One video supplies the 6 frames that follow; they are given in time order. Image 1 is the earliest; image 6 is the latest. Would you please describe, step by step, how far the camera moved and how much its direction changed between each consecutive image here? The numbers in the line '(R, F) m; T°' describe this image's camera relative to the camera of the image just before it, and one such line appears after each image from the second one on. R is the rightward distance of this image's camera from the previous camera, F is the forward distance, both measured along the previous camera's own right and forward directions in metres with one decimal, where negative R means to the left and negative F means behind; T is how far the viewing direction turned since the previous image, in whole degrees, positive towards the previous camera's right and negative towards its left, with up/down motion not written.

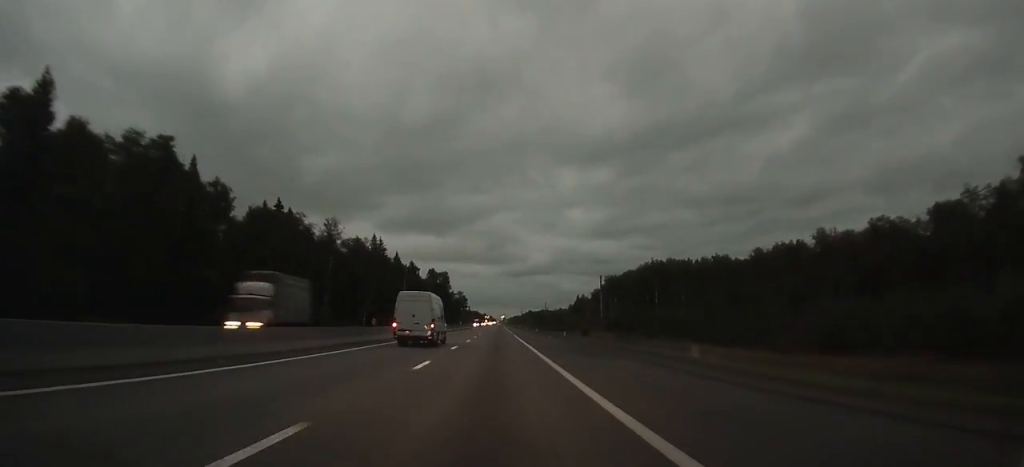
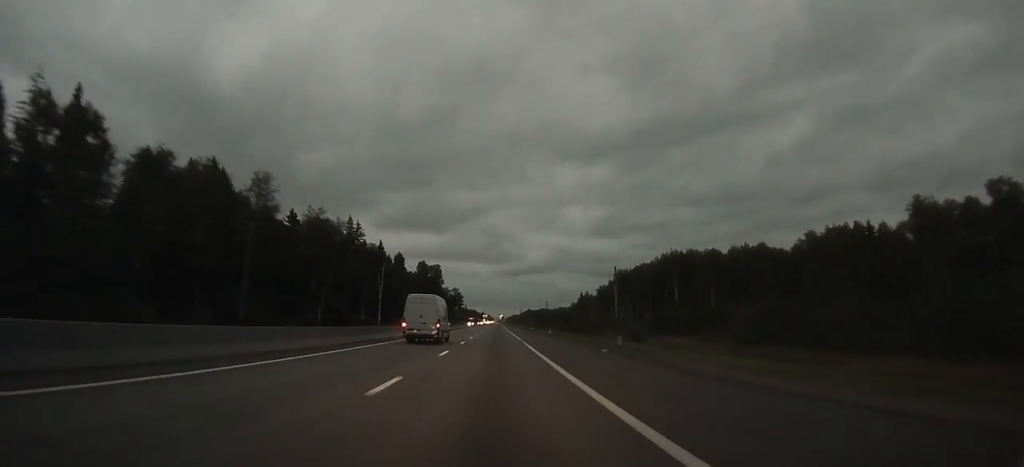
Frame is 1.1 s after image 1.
(0.0, +29.0) m; 0°
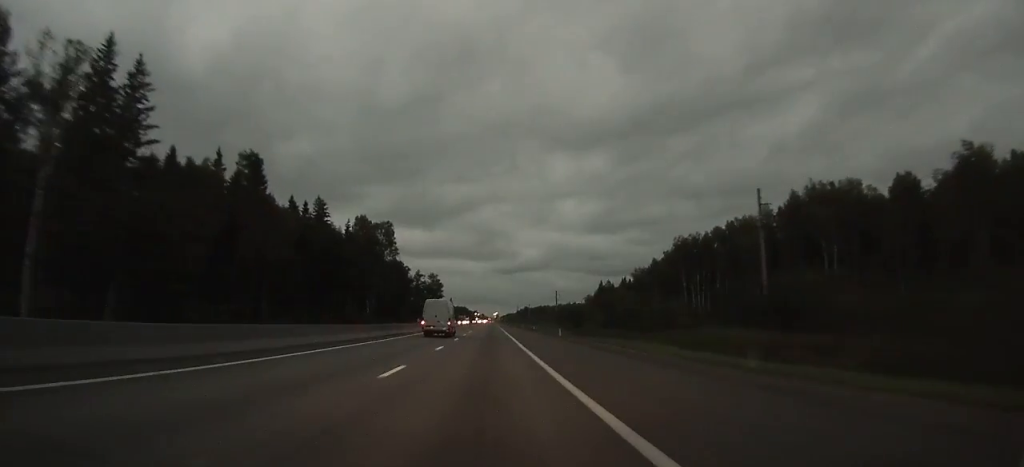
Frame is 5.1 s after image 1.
(+0.2, +104.1) m; 0°
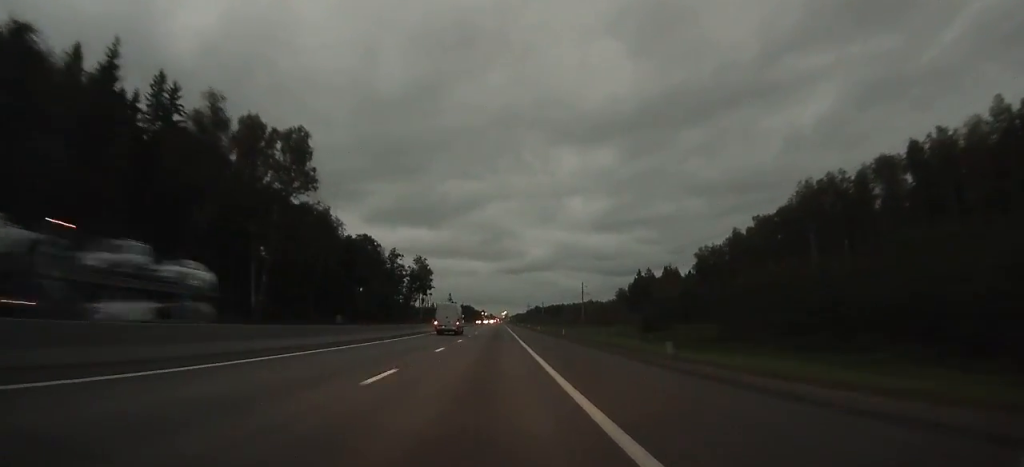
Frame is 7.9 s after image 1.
(+0.1, +73.5) m; 0°
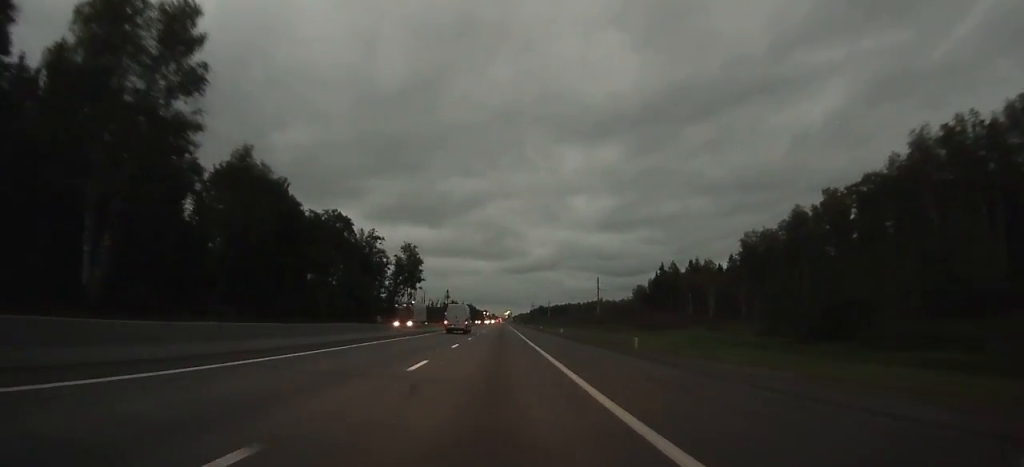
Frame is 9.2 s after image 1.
(0.0, +33.2) m; 0°
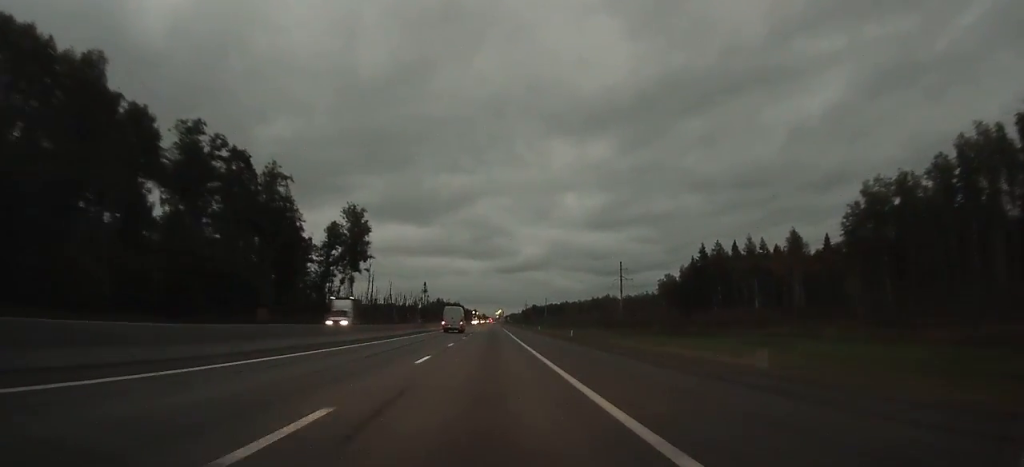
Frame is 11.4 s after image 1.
(-0.1, +57.5) m; 0°
